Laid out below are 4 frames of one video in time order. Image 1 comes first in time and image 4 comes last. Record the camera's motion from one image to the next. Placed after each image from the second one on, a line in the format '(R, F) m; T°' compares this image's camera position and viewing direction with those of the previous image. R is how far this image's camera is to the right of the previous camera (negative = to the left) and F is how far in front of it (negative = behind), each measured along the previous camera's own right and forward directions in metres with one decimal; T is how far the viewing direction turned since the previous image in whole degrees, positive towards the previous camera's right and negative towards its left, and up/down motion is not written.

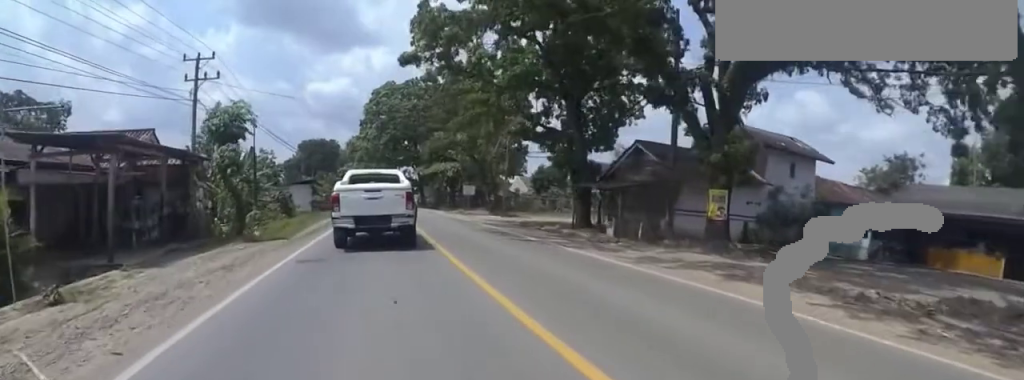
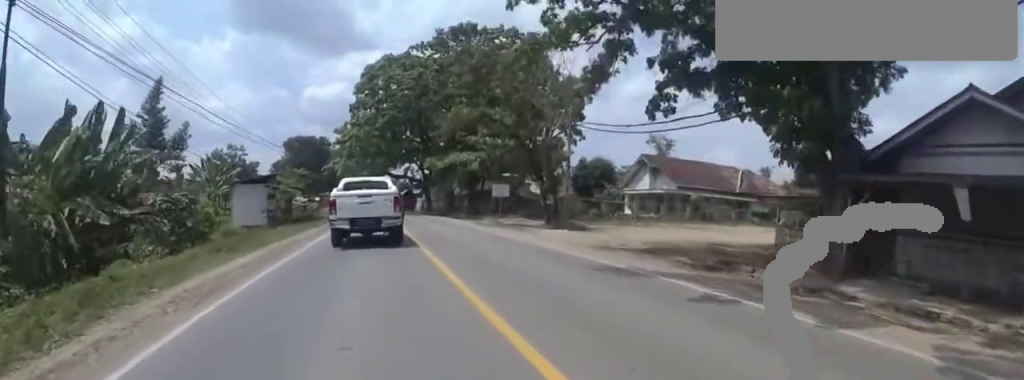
(+0.3, +16.0) m; +3°
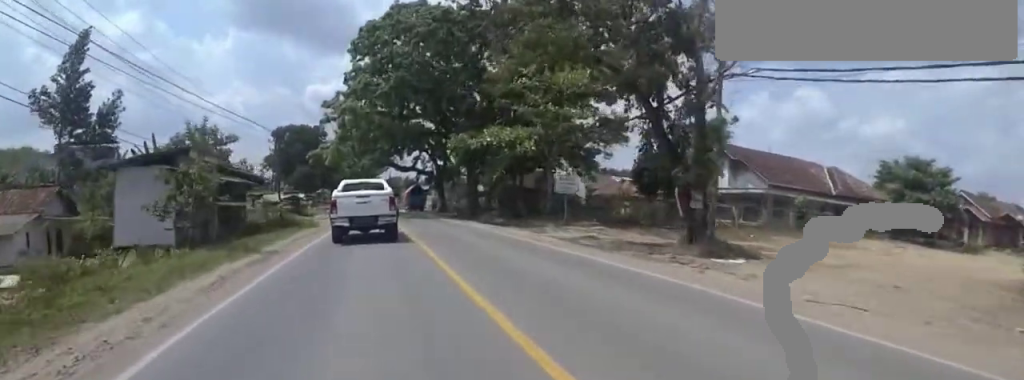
(-0.4, +12.9) m; -4°
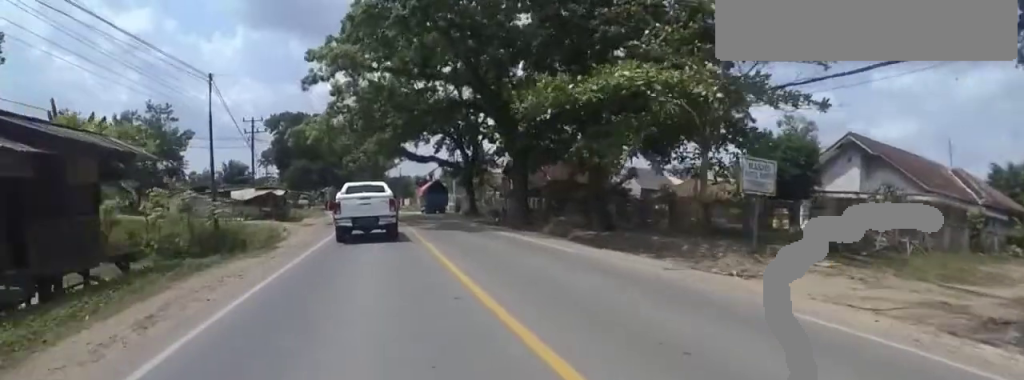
(-0.2, +13.5) m; +2°
